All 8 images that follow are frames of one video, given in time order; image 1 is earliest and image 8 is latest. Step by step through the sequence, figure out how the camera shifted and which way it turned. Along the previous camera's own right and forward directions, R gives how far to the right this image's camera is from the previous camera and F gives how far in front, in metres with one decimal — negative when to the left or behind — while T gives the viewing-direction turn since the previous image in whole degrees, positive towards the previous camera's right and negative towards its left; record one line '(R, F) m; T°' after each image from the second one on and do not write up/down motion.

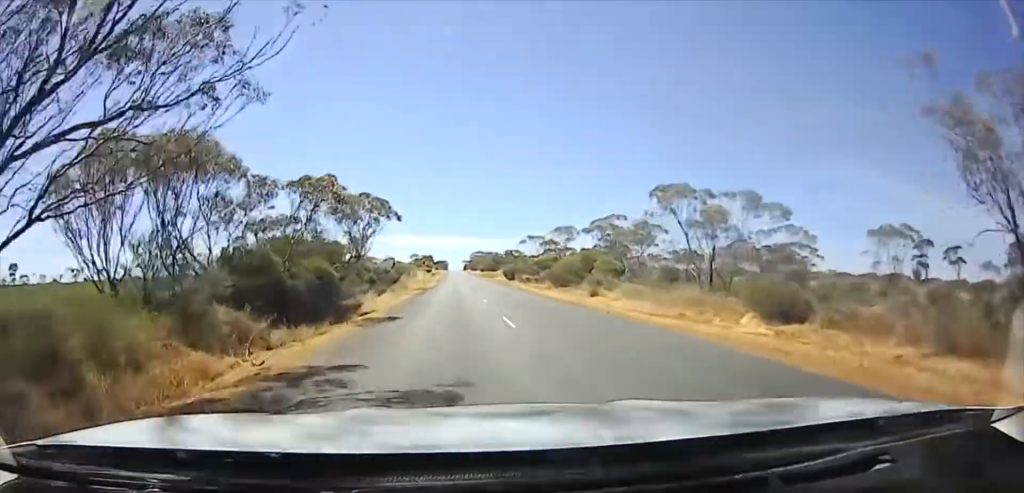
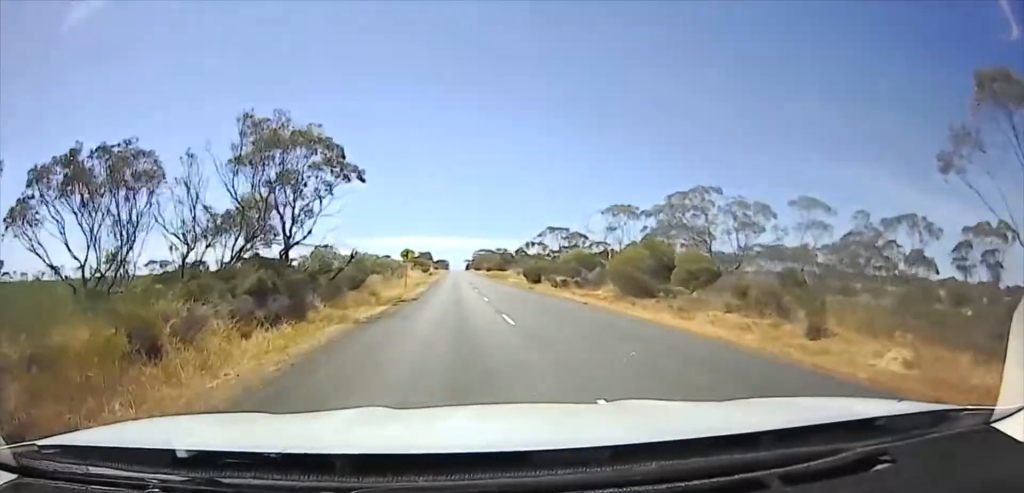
(0.0, +23.0) m; 0°
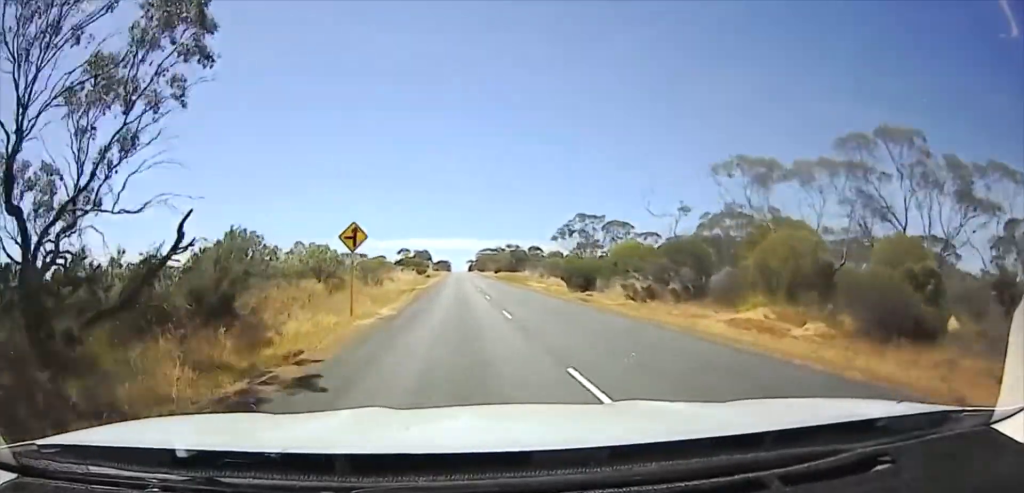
(0.0, +24.2) m; 0°
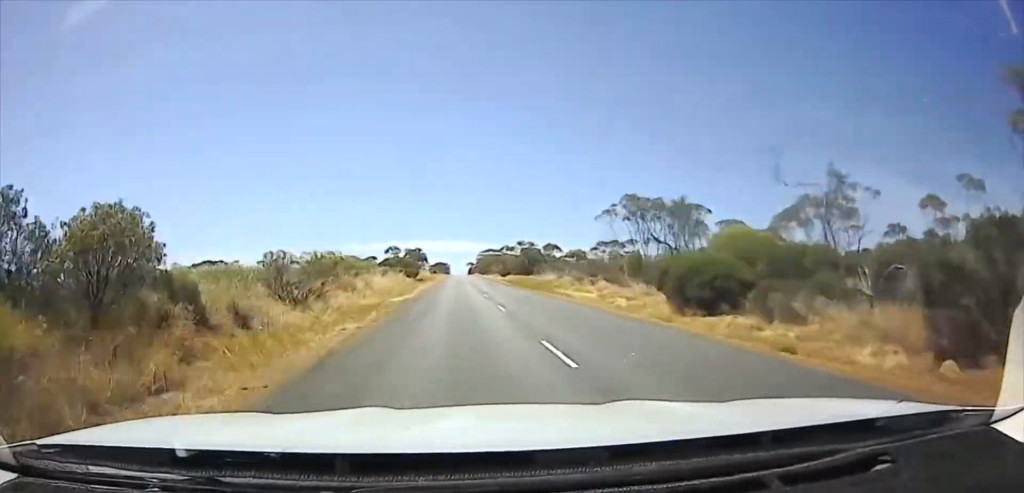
(0.0, +23.6) m; 0°
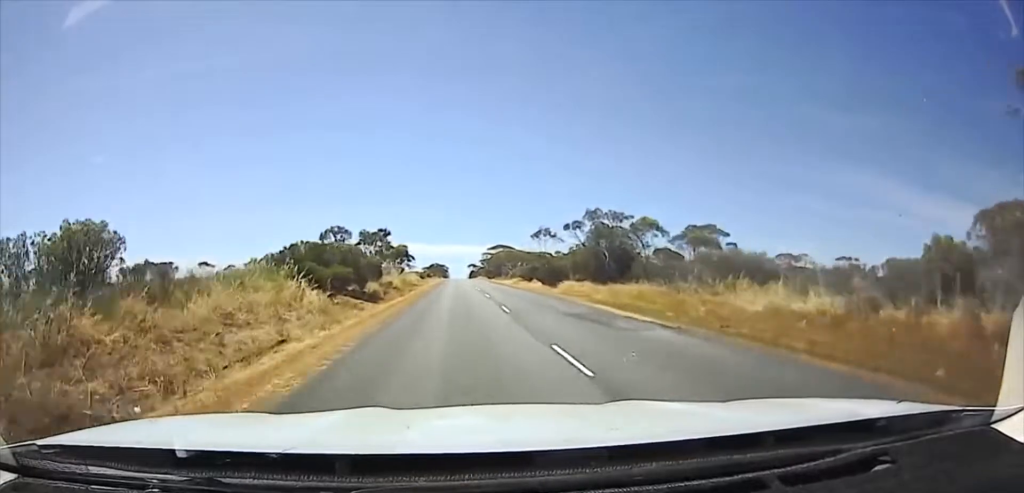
(0.0, +62.8) m; 0°
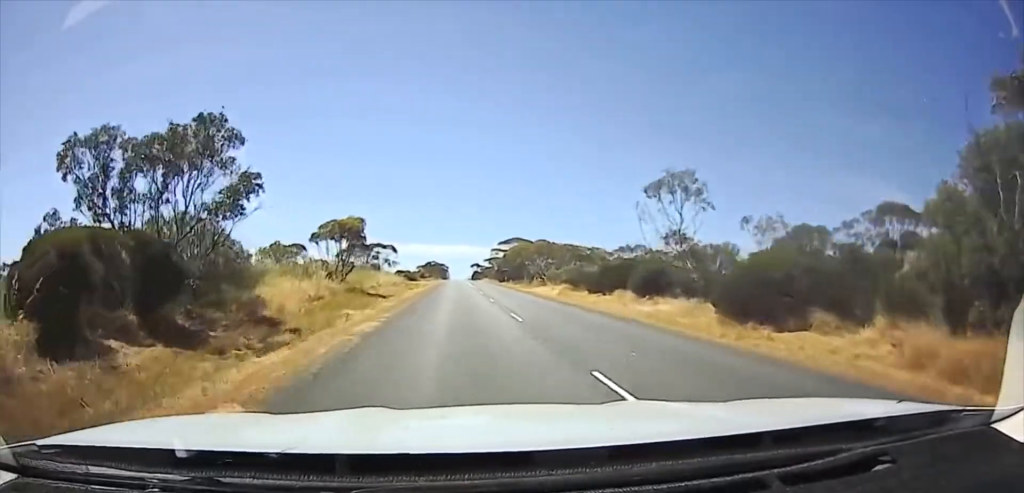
(0.0, +54.5) m; 0°
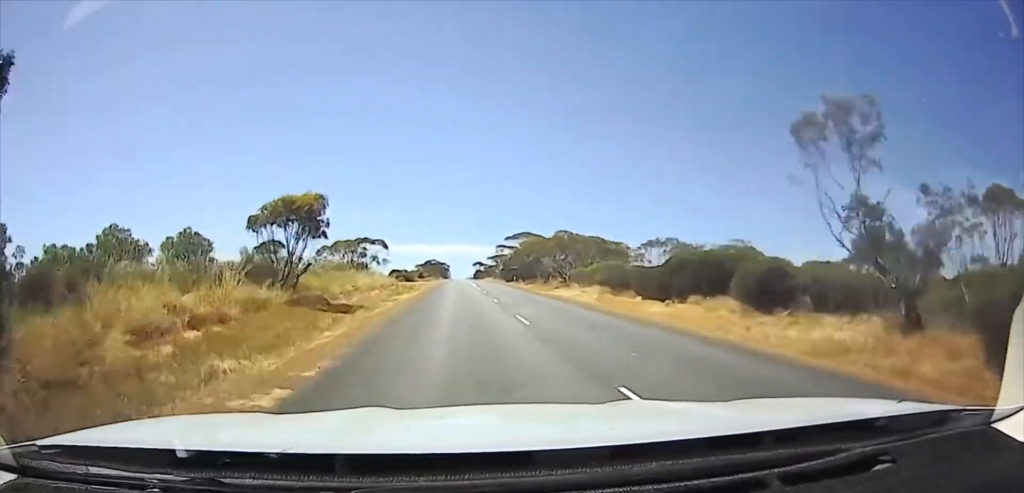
(0.0, +15.0) m; 0°
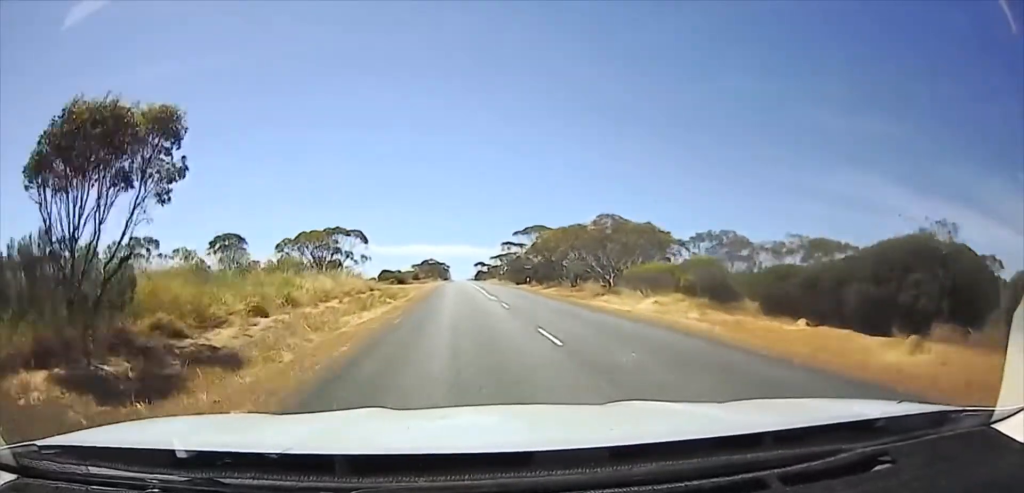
(0.0, +20.6) m; 0°
